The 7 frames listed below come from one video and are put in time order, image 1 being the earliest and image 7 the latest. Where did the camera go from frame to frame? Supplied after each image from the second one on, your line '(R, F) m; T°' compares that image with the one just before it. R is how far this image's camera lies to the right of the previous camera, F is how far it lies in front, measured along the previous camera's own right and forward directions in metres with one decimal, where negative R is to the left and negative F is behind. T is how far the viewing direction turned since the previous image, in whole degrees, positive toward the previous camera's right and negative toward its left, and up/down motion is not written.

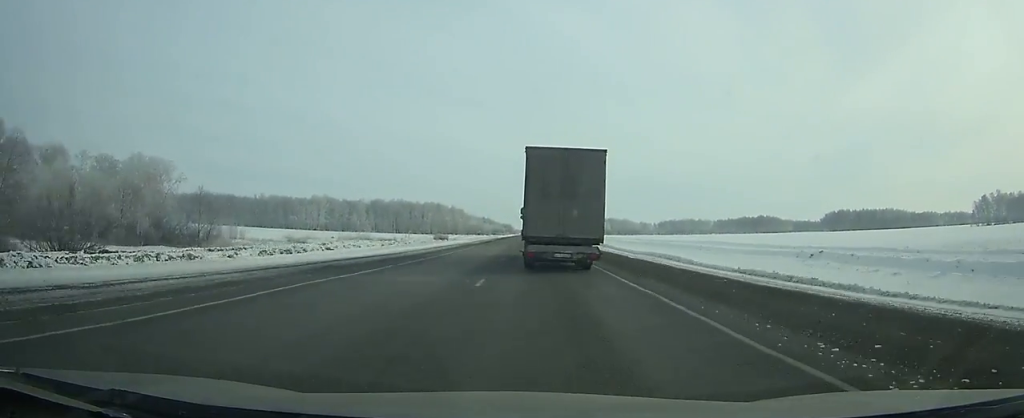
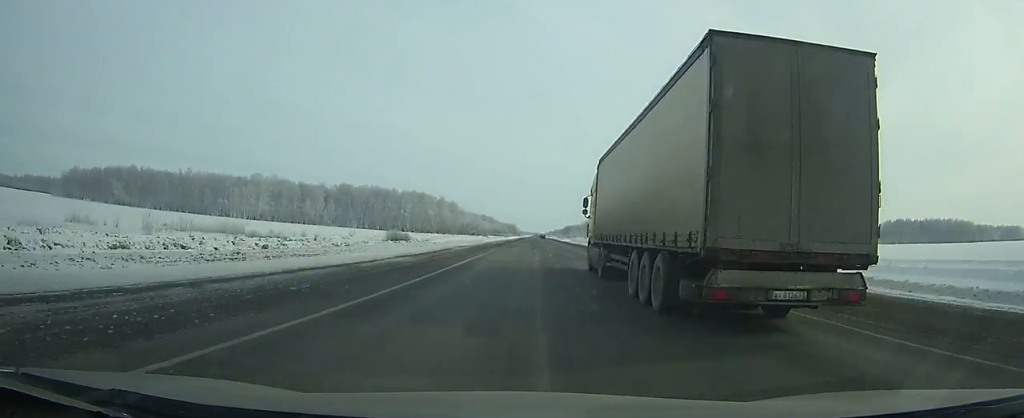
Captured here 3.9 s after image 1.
(-0.7, +99.4) m; 0°
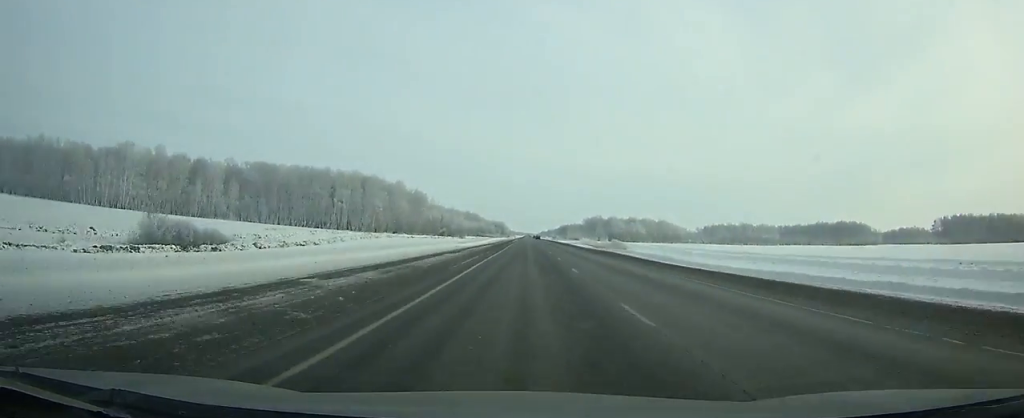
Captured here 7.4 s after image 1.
(+1.0, +98.2) m; +1°
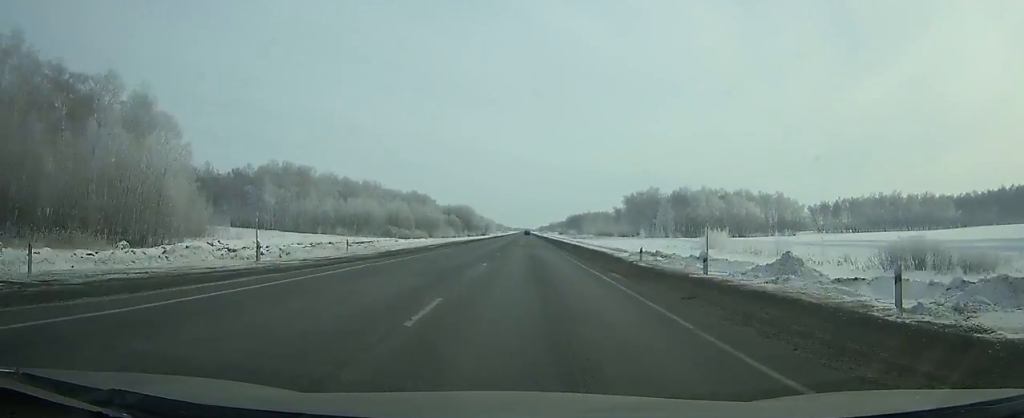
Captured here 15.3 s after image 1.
(+2.3, +235.5) m; 0°
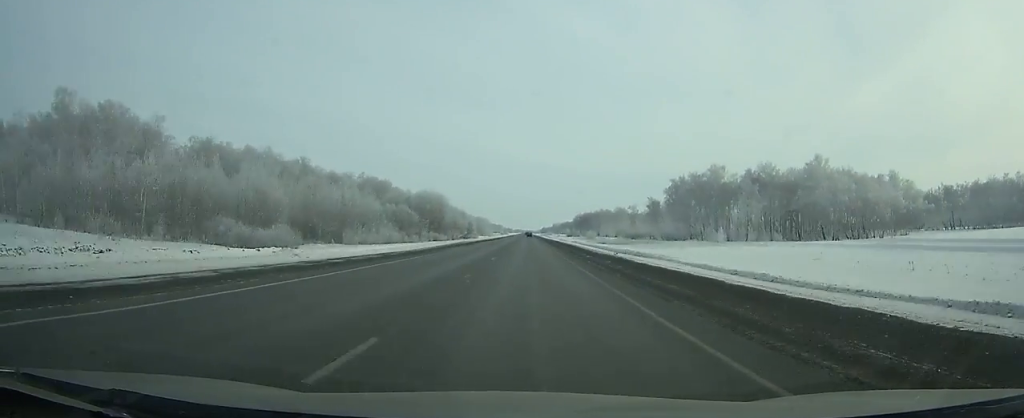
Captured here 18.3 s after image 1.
(-0.2, +89.1) m; 0°
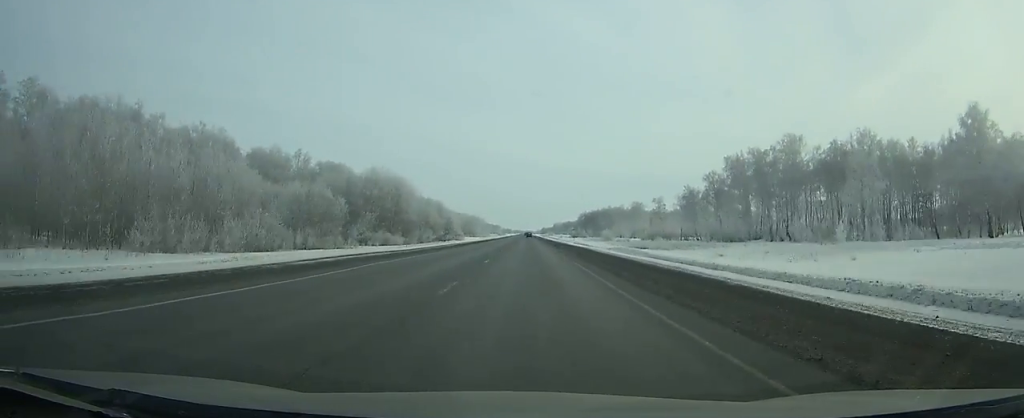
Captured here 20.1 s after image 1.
(-0.1, +52.5) m; 0°
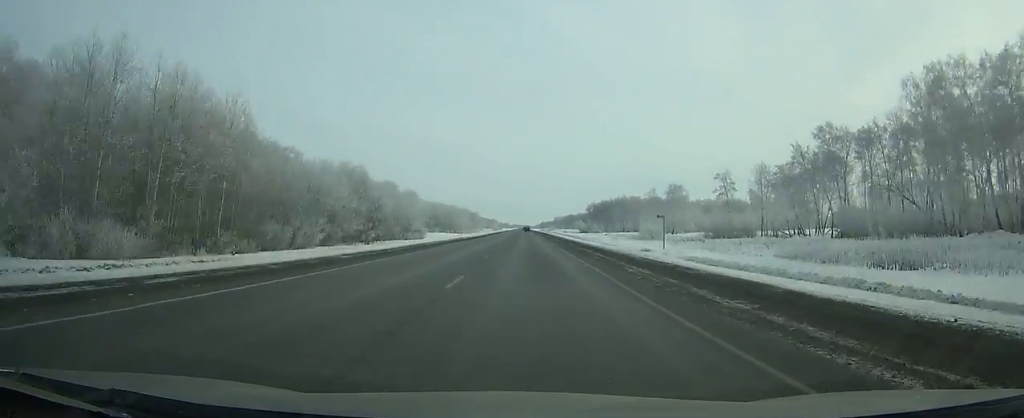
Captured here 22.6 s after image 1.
(0.0, +72.0) m; 0°
